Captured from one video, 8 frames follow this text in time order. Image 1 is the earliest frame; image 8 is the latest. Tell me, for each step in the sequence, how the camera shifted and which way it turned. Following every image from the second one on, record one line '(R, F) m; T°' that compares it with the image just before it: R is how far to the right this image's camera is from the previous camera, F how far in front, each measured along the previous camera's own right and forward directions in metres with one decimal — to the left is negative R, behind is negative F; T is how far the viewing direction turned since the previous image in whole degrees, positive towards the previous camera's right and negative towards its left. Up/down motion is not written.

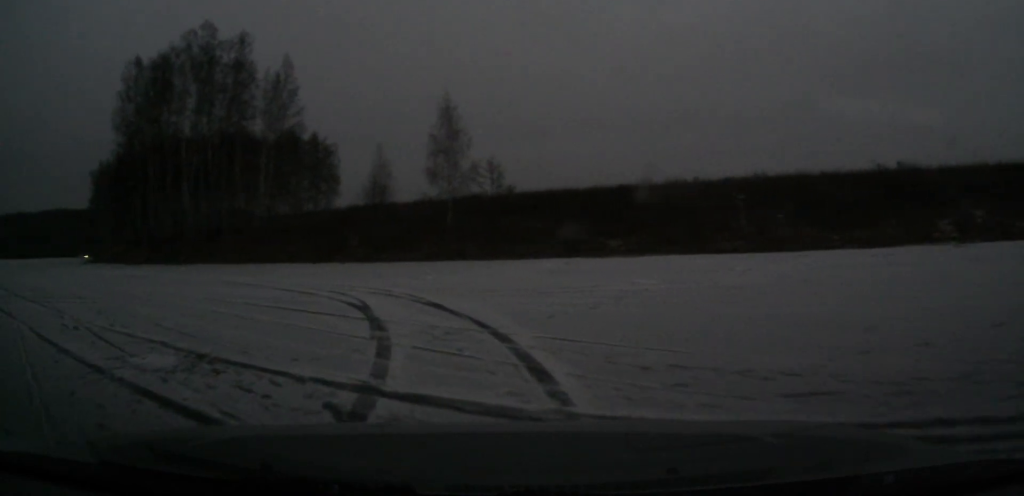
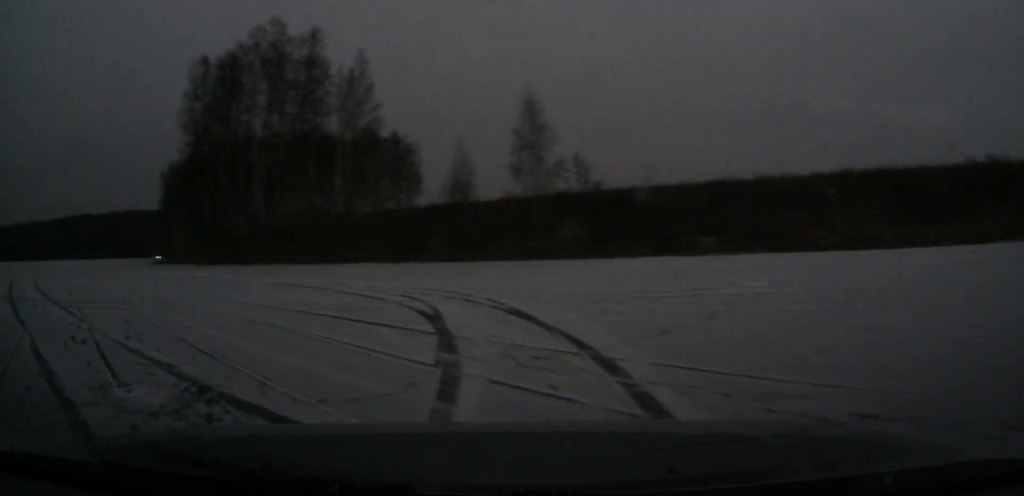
(-0.2, +2.2) m; -7°
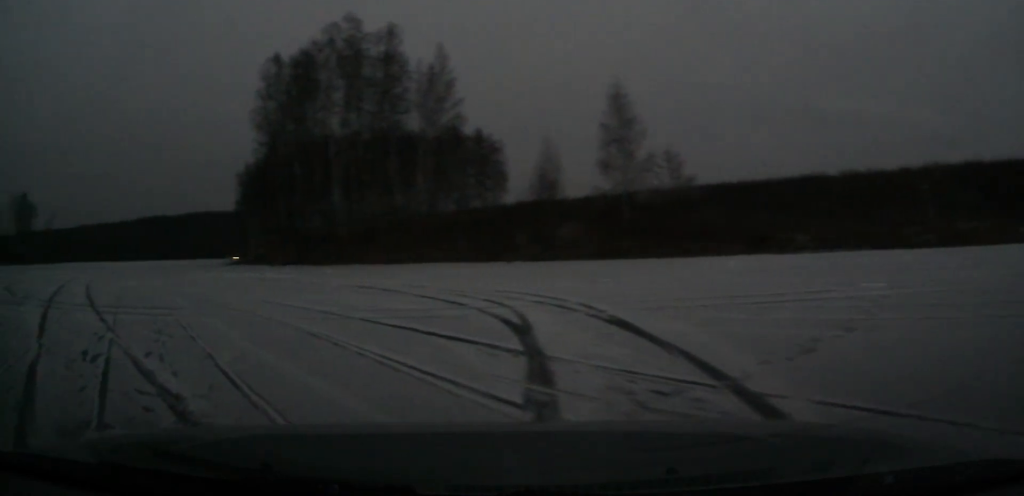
(0.0, +1.8) m; -7°
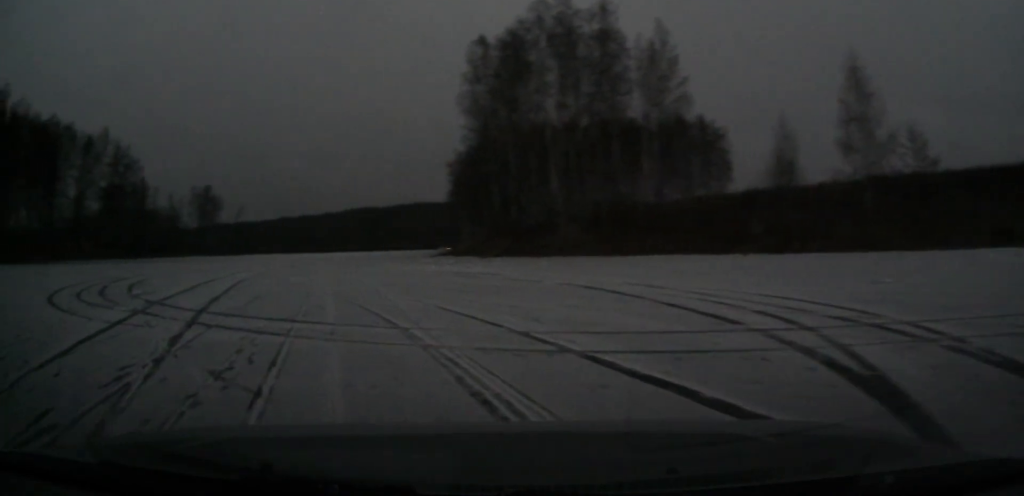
(-0.7, +4.4) m; -15°
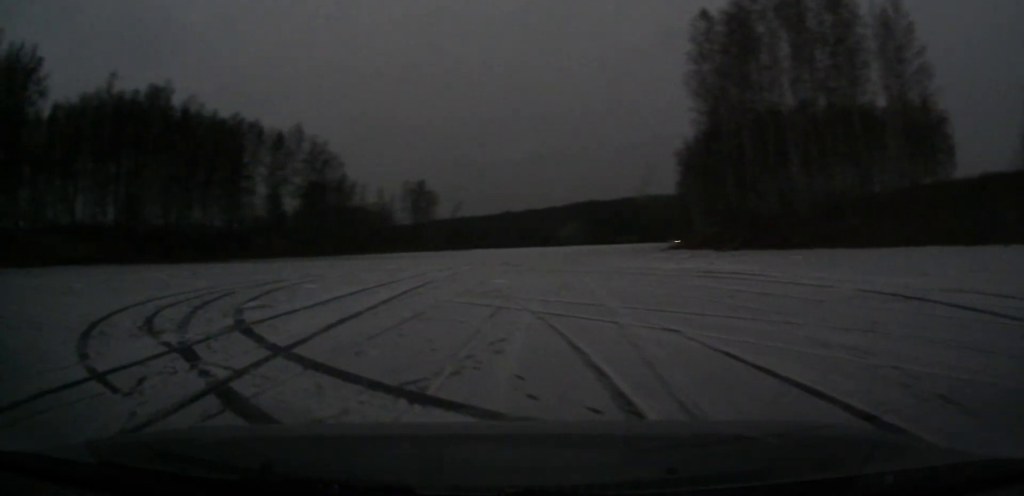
(-0.6, +5.9) m; -17°
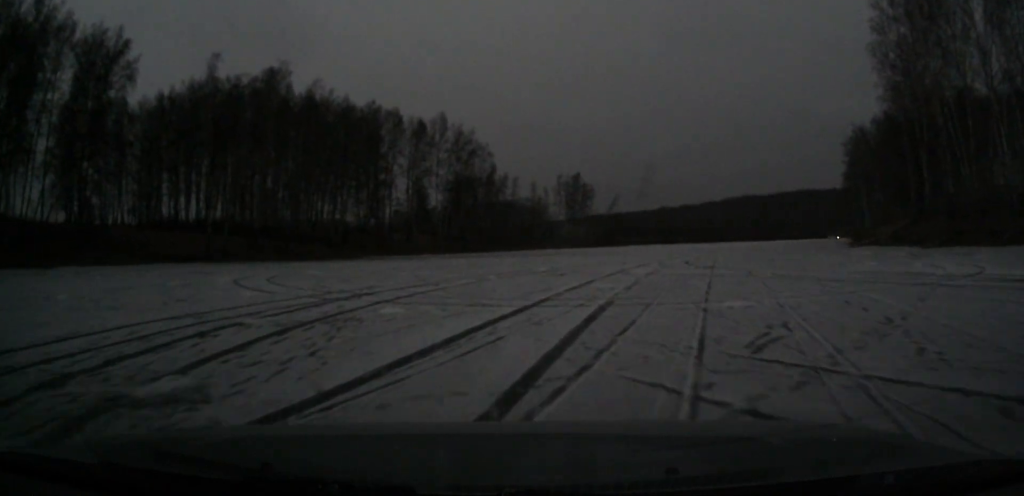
(-2.5, +10.3) m; -18°
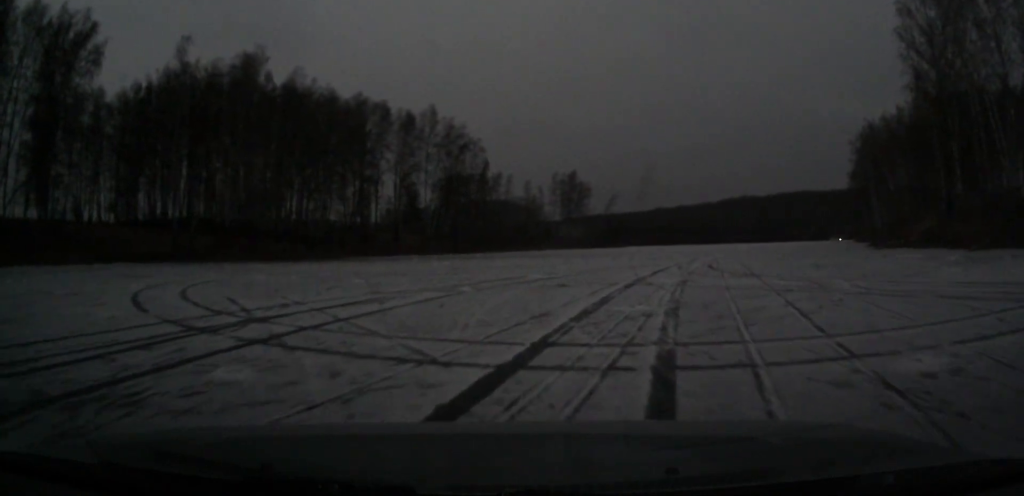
(-0.2, +7.0) m; -2°
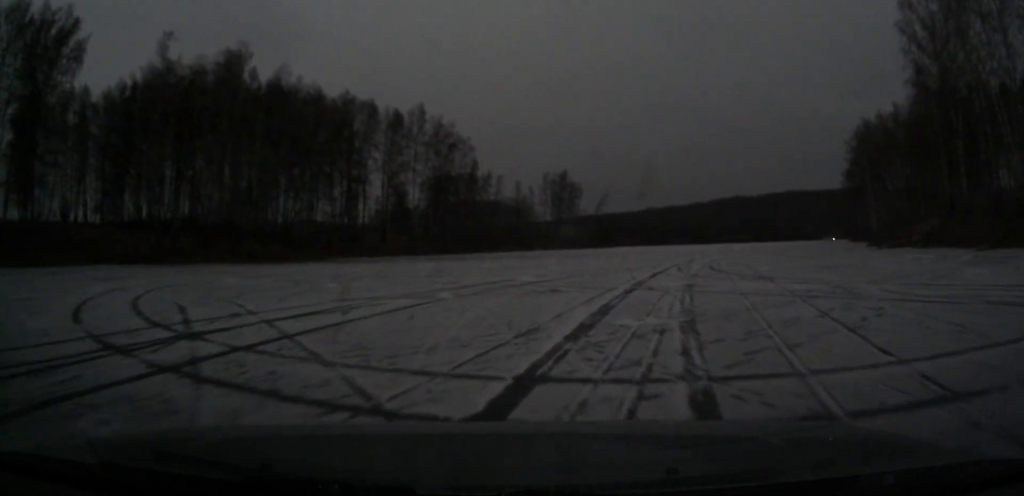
(-0.1, +2.2) m; 0°
